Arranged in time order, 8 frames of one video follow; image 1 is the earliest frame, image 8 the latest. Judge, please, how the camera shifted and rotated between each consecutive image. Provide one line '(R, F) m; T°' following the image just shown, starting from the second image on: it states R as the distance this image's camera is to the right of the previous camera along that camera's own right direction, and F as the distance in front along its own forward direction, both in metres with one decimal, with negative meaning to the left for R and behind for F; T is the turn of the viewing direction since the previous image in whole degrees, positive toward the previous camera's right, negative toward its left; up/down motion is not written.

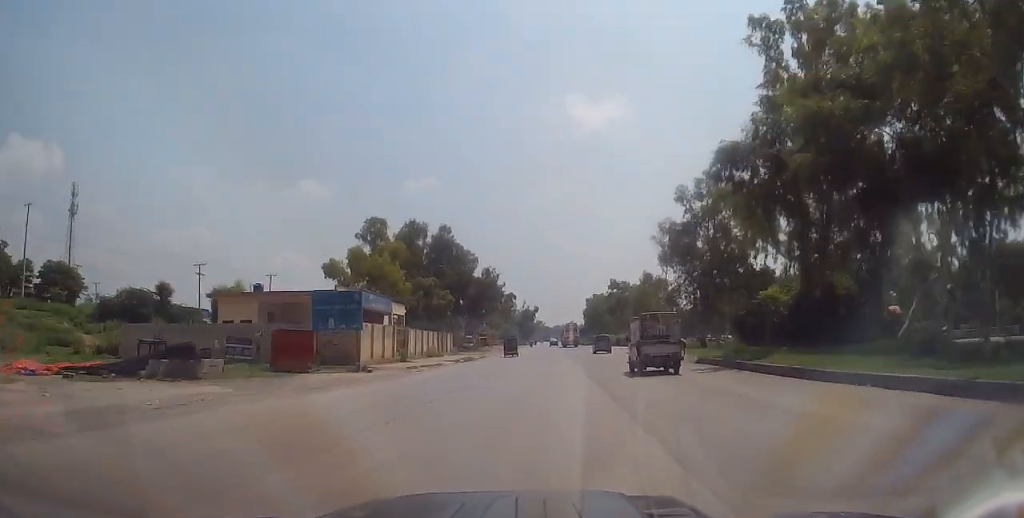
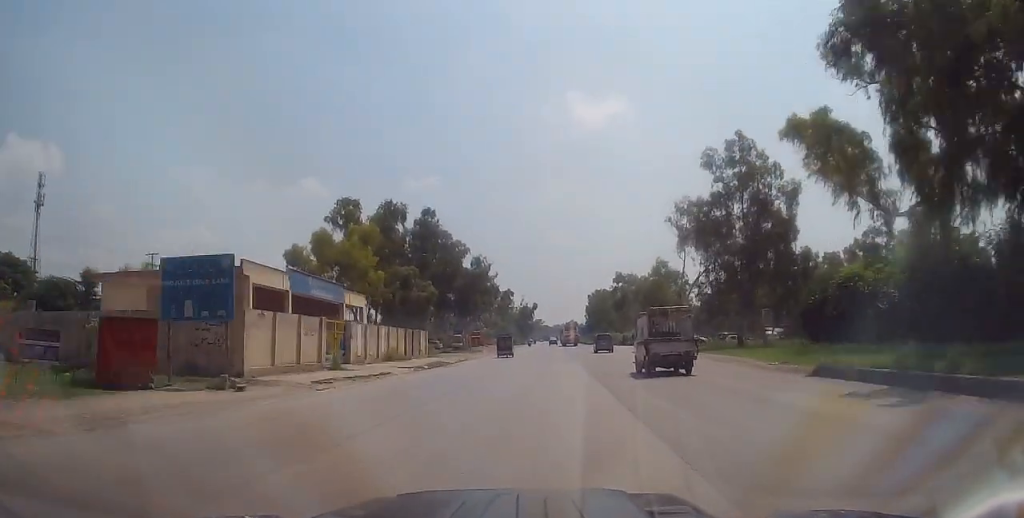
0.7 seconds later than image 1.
(0.0, +12.1) m; 0°
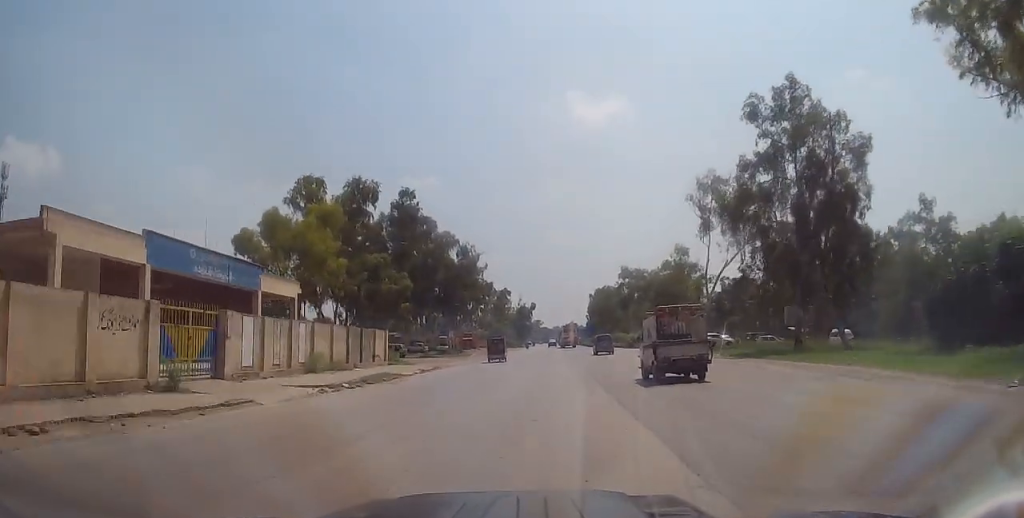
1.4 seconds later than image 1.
(+0.1, +12.1) m; 0°
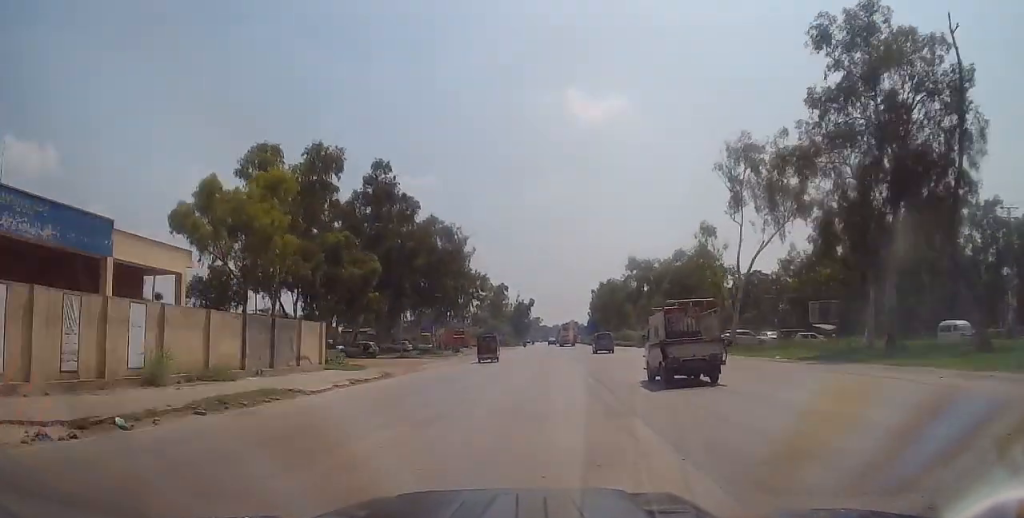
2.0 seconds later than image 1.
(0.0, +10.9) m; 0°
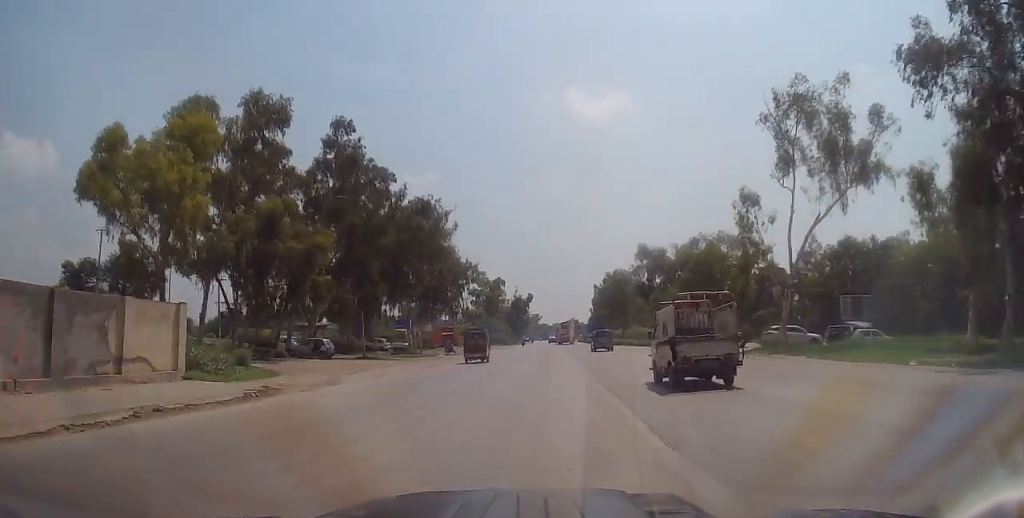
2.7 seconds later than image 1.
(0.0, +11.4) m; 0°
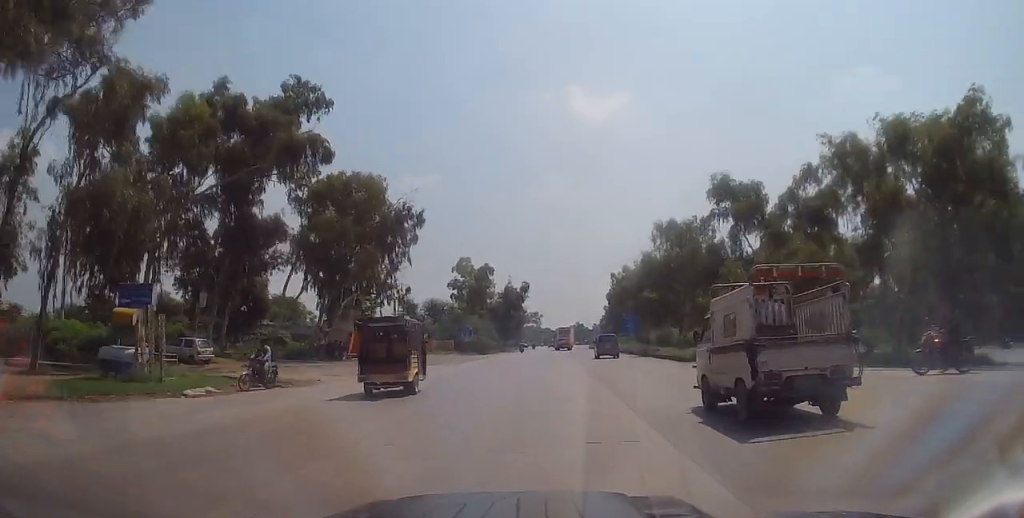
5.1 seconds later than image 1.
(0.0, +41.1) m; +1°
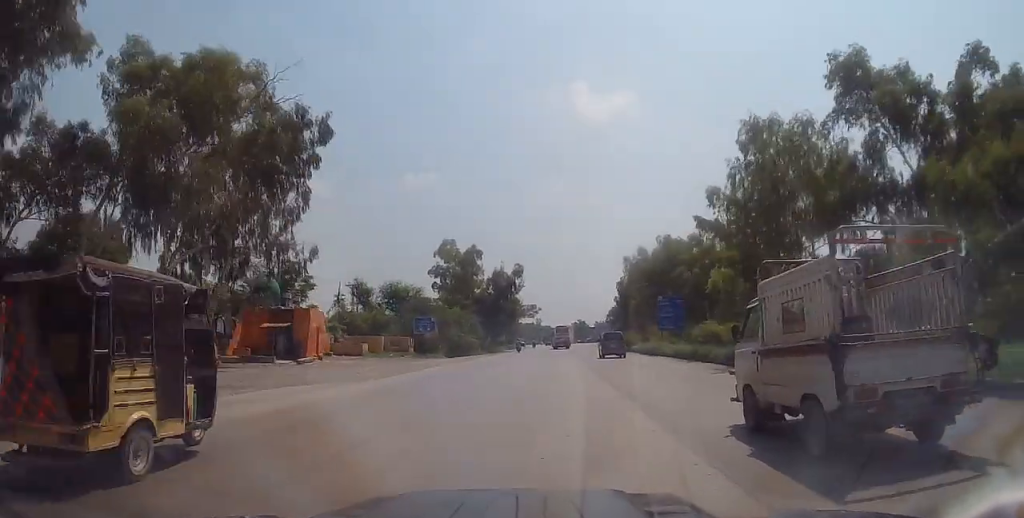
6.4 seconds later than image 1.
(+0.5, +22.5) m; +1°
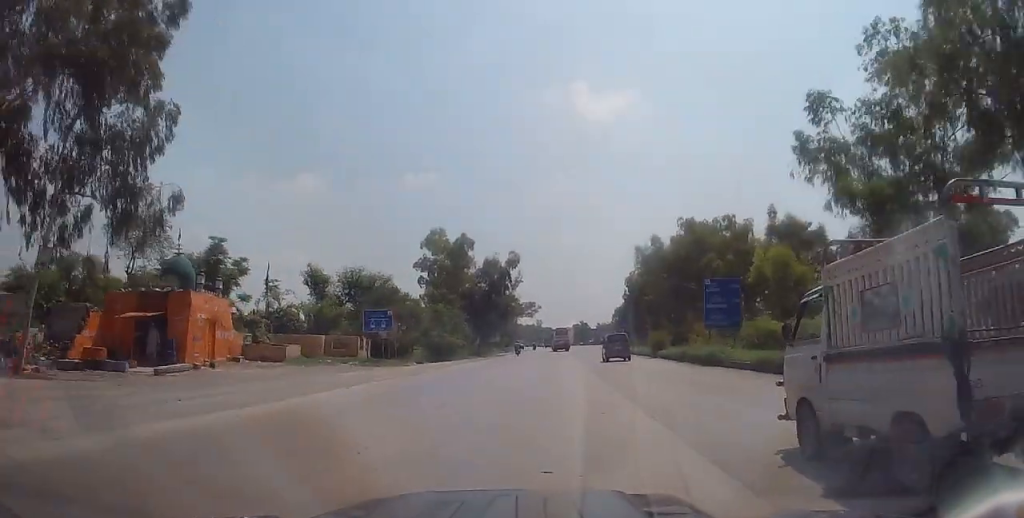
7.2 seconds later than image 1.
(-0.3, +13.4) m; -2°
